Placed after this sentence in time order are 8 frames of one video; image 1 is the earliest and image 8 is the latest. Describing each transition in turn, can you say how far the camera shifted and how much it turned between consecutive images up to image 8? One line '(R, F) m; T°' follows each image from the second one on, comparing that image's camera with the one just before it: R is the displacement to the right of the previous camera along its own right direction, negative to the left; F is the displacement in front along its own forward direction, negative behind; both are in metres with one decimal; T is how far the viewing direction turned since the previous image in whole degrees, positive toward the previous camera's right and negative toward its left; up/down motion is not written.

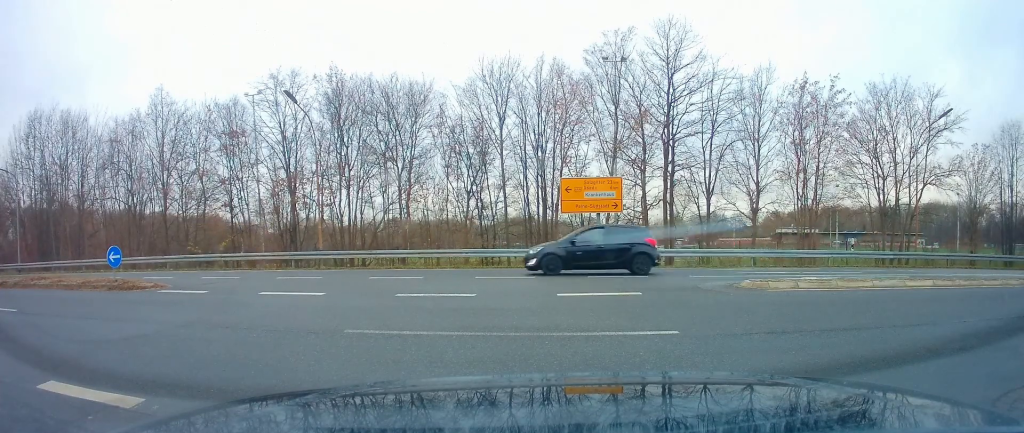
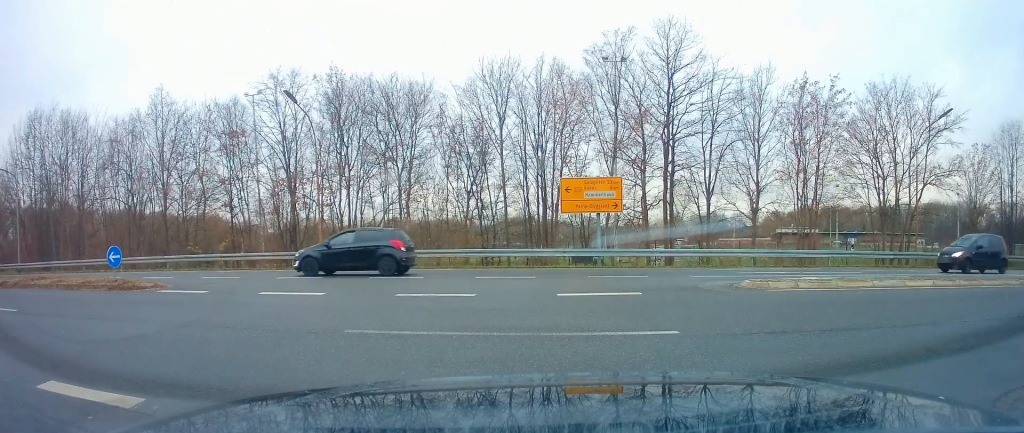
(0.0, 0.0) m; 0°
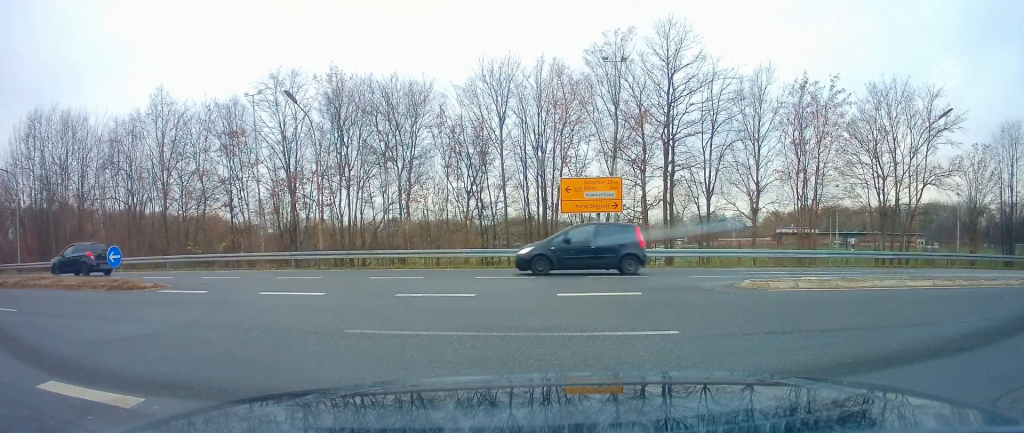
(0.0, 0.0) m; 0°
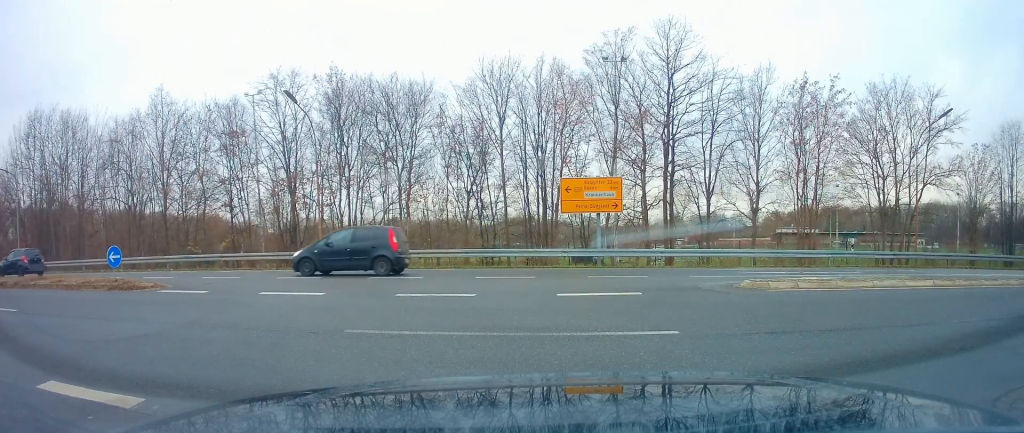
(0.0, 0.0) m; 0°
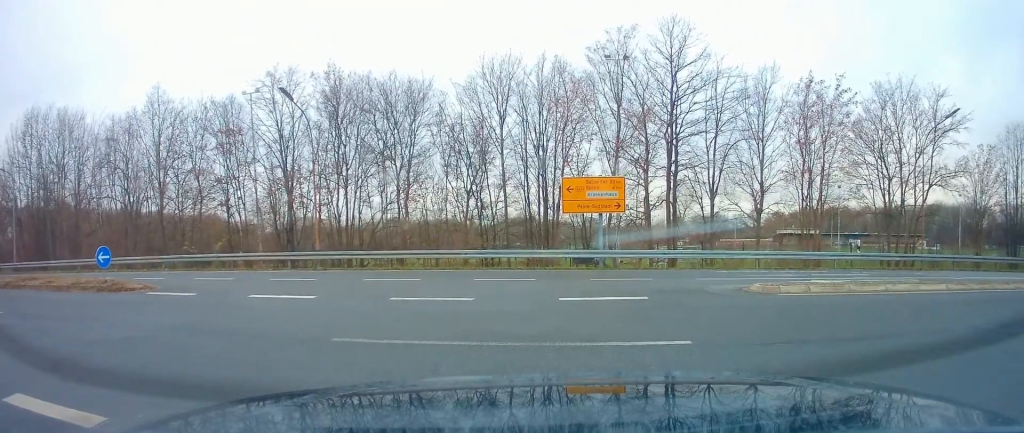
(0.0, +0.7) m; 0°
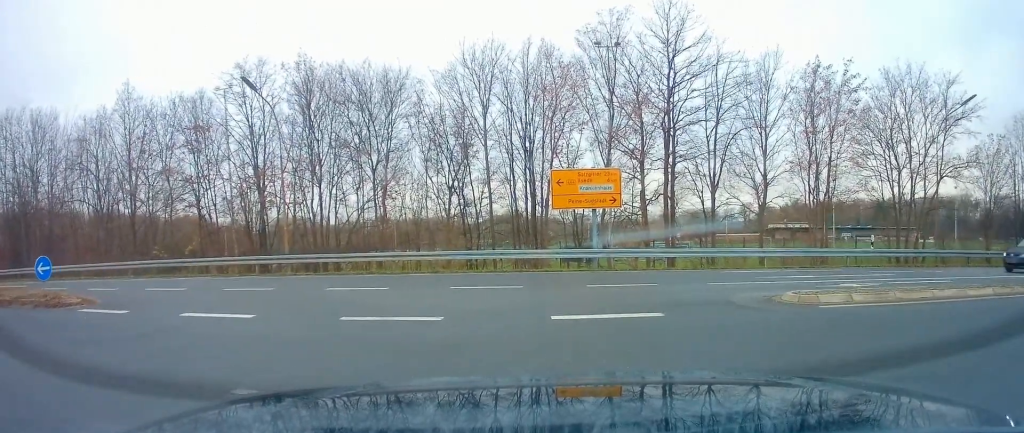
(0.0, +2.1) m; -8°
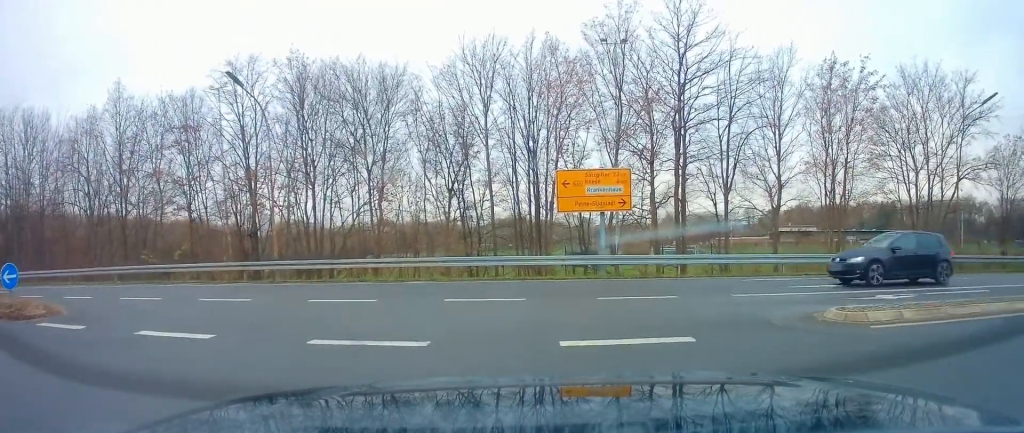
(-0.1, +1.4) m; -6°
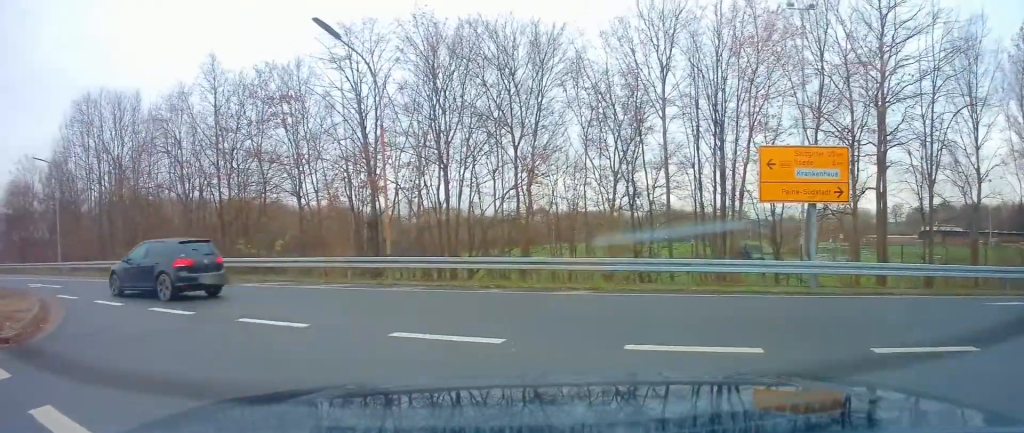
(-0.7, +4.9) m; -21°
